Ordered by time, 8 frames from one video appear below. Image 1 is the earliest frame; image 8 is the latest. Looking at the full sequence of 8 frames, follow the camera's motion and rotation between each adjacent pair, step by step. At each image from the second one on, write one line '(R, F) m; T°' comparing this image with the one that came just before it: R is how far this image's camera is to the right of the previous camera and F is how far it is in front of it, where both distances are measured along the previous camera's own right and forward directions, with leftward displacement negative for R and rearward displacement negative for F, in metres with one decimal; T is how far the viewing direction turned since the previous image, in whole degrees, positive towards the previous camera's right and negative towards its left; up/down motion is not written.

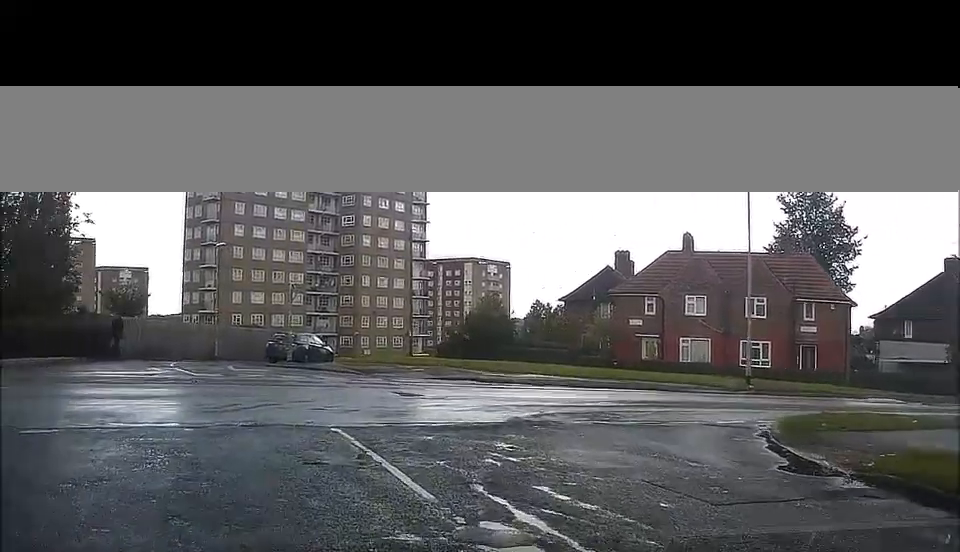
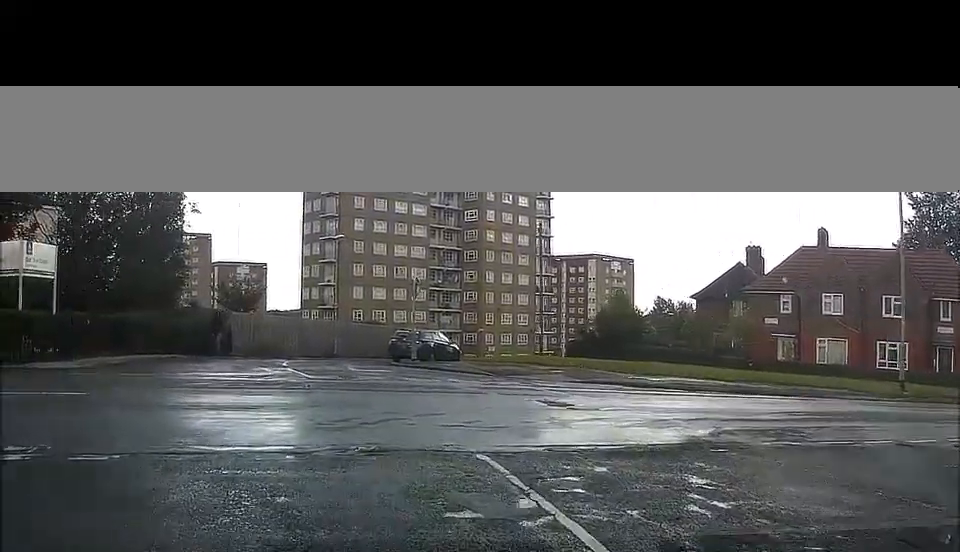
(-0.1, +2.7) m; -6°
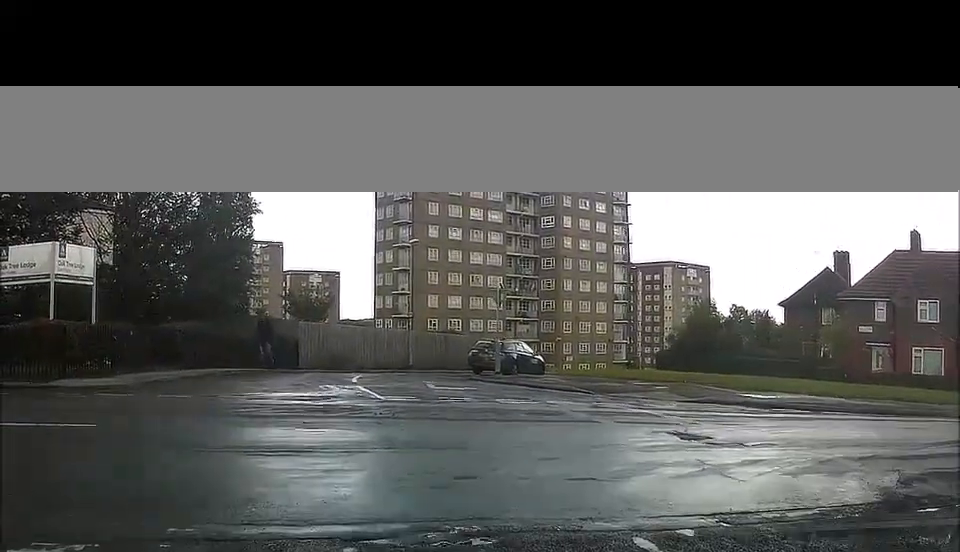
(-0.2, +3.6) m; -8°
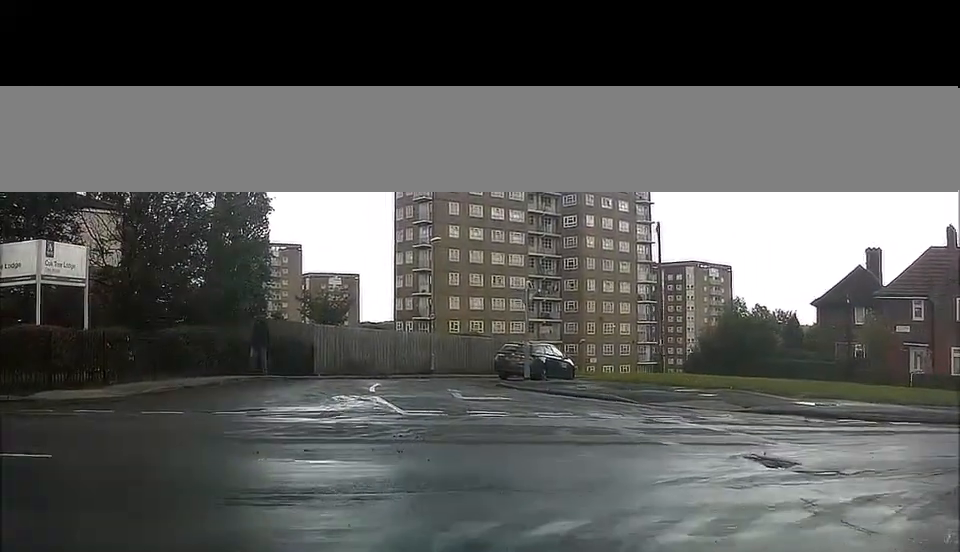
(-0.3, +2.8) m; -5°
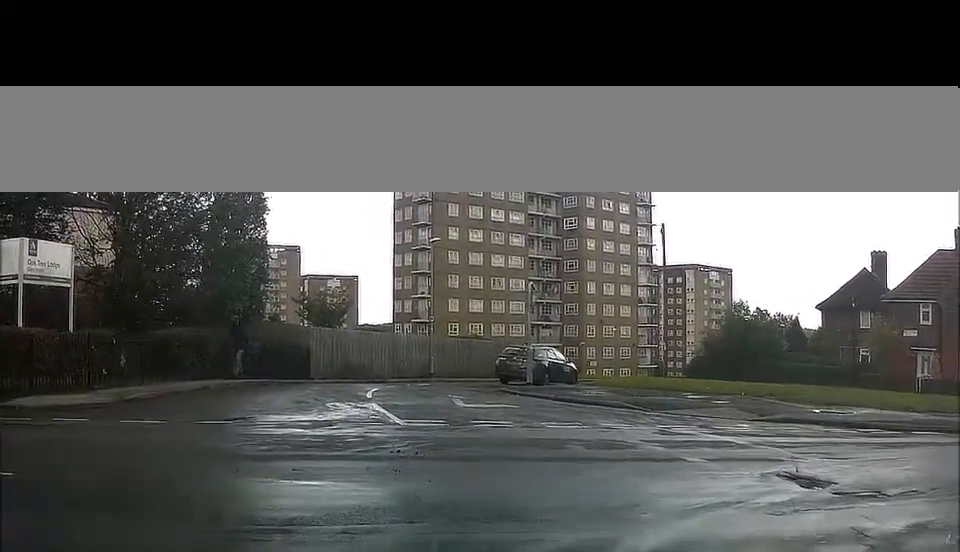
(0.0, +1.6) m; 0°
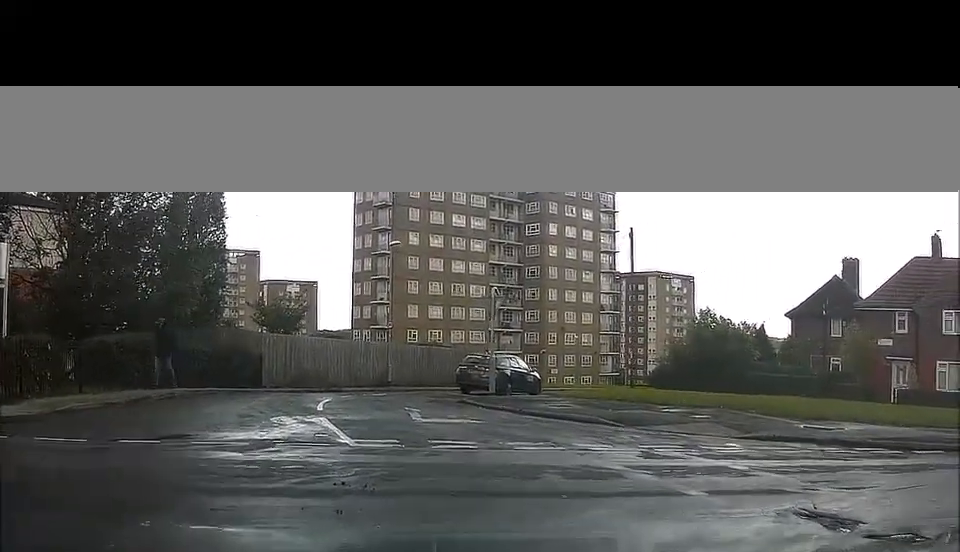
(0.0, +2.1) m; +5°
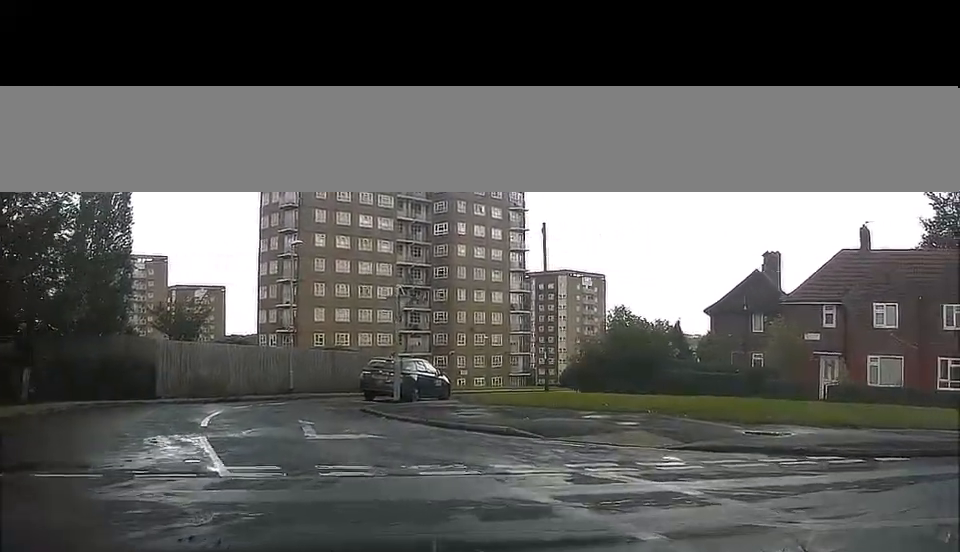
(+0.1, +1.7) m; +11°
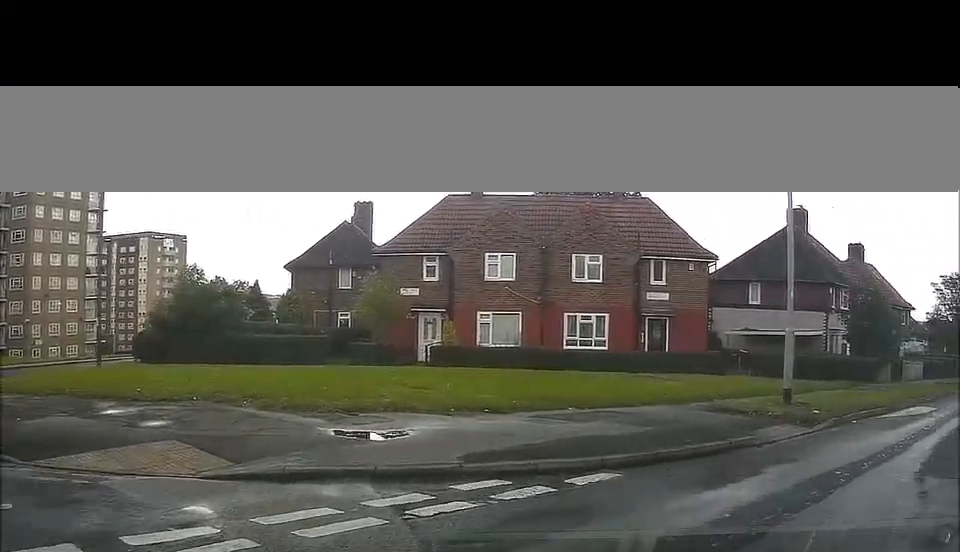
(+1.0, +4.2) m; +26°
